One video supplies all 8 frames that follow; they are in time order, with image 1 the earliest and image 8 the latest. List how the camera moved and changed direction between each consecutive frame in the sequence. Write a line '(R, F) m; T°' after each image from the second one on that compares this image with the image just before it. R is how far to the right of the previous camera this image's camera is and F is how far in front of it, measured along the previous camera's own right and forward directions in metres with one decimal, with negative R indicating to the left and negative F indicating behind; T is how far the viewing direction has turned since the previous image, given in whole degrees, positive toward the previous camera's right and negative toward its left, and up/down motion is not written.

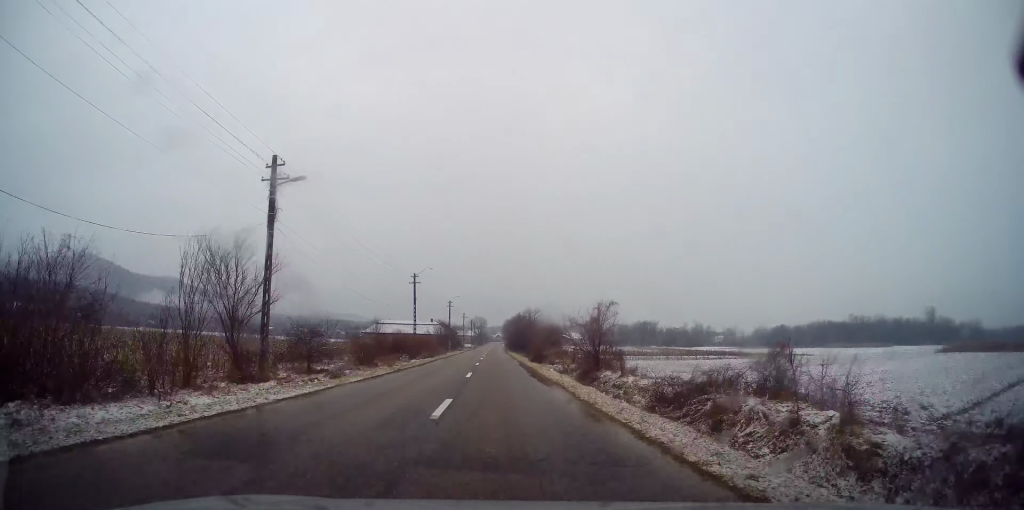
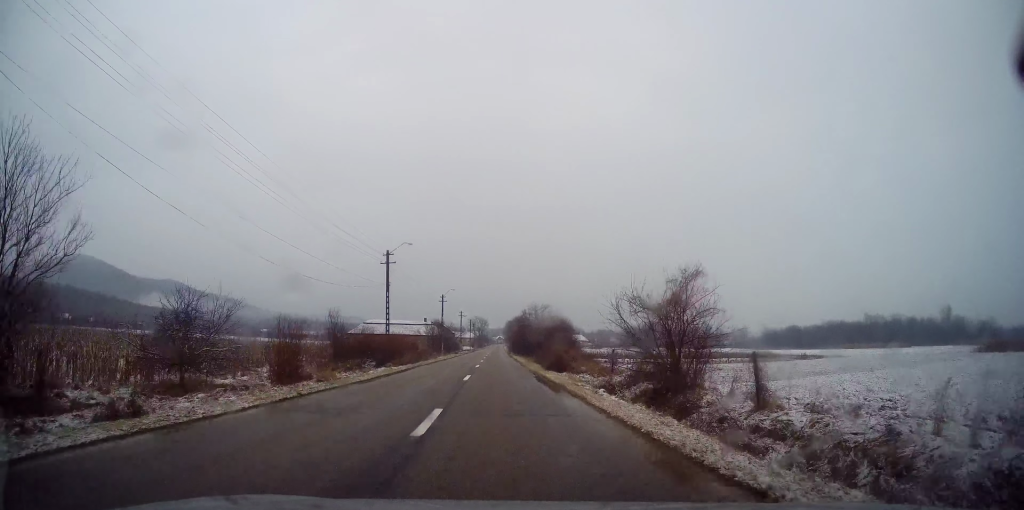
(+0.2, +13.7) m; 0°
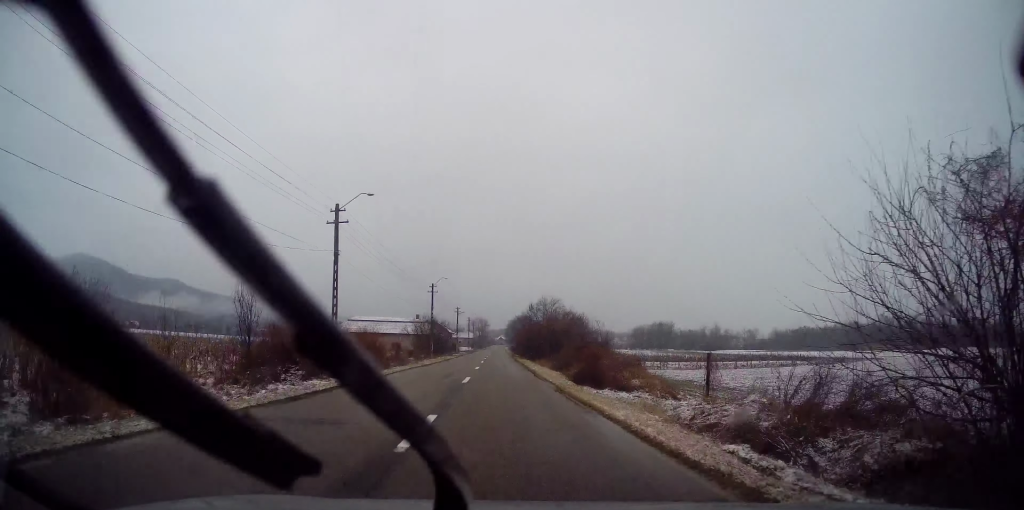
(-0.2, +13.0) m; -1°
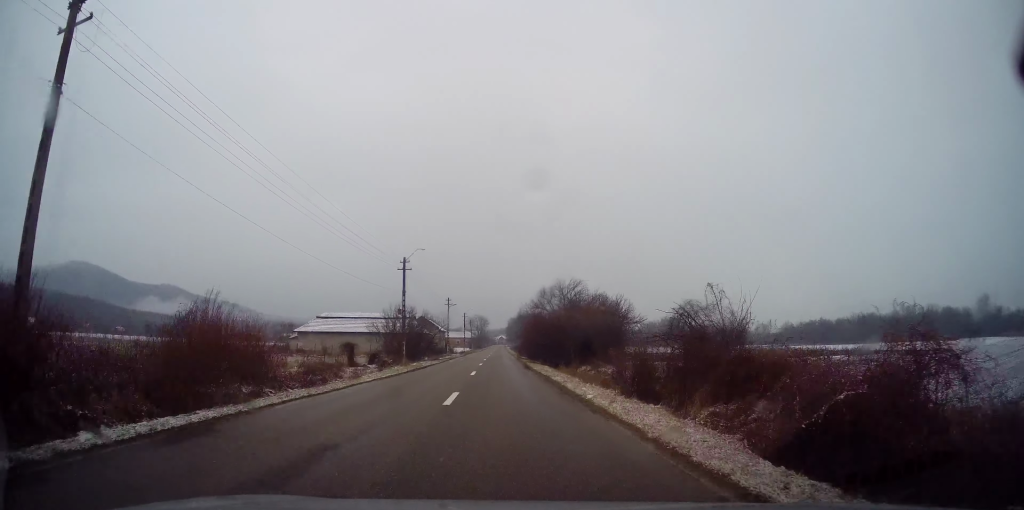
(-0.2, +18.5) m; 0°
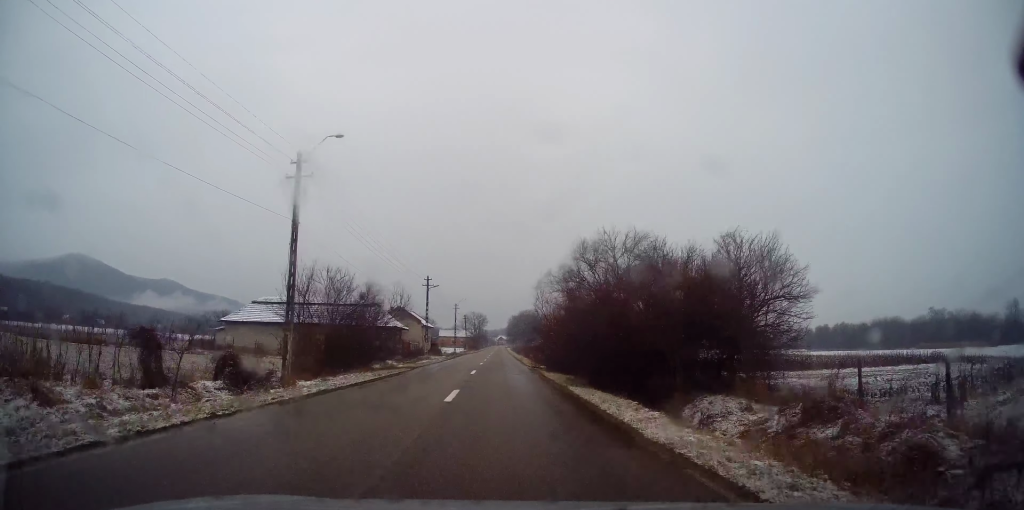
(+0.1, +22.9) m; +1°
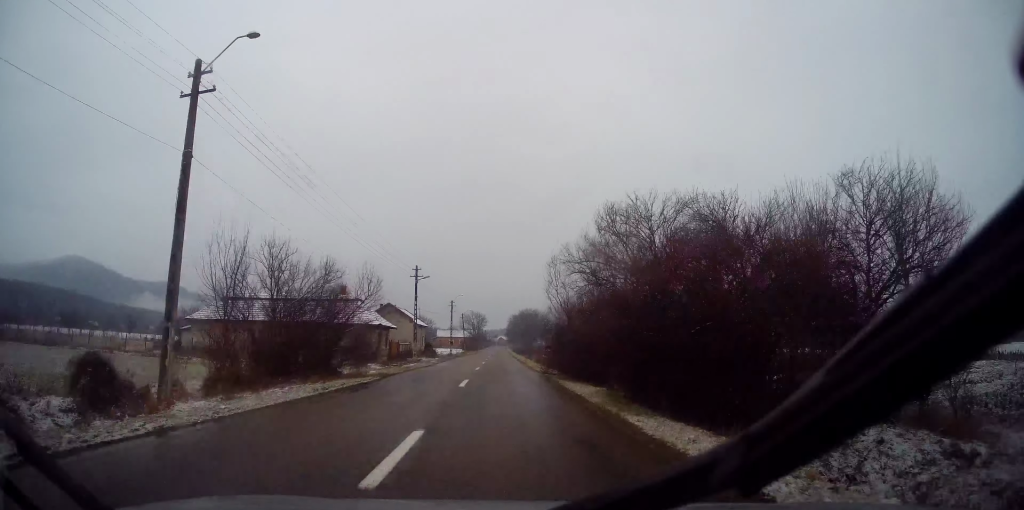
(+0.1, +7.1) m; 0°
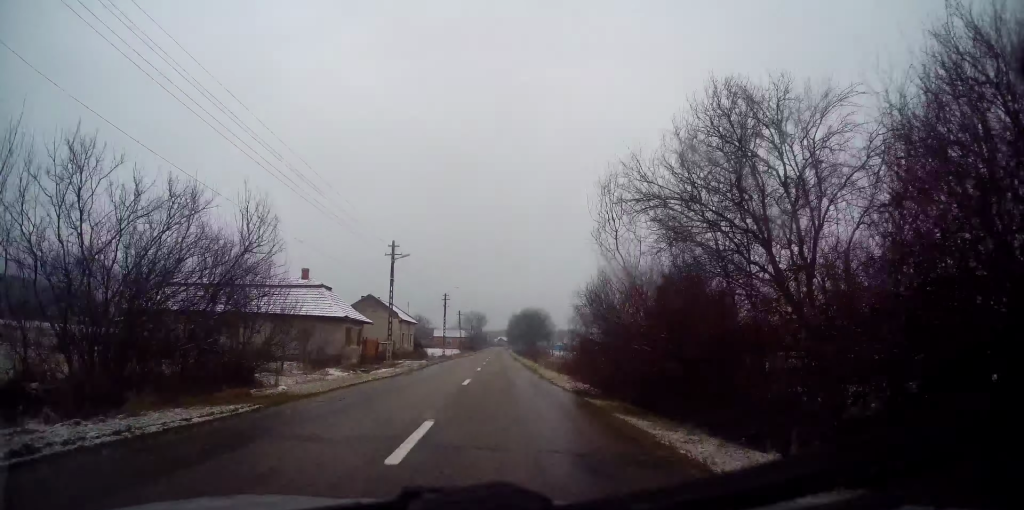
(+0.2, +10.7) m; 0°
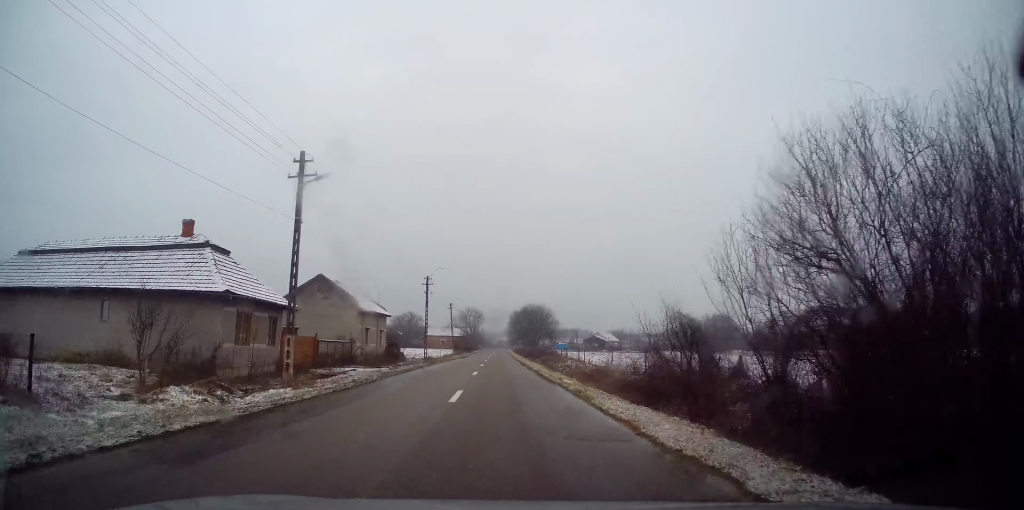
(-0.2, +16.5) m; 0°
